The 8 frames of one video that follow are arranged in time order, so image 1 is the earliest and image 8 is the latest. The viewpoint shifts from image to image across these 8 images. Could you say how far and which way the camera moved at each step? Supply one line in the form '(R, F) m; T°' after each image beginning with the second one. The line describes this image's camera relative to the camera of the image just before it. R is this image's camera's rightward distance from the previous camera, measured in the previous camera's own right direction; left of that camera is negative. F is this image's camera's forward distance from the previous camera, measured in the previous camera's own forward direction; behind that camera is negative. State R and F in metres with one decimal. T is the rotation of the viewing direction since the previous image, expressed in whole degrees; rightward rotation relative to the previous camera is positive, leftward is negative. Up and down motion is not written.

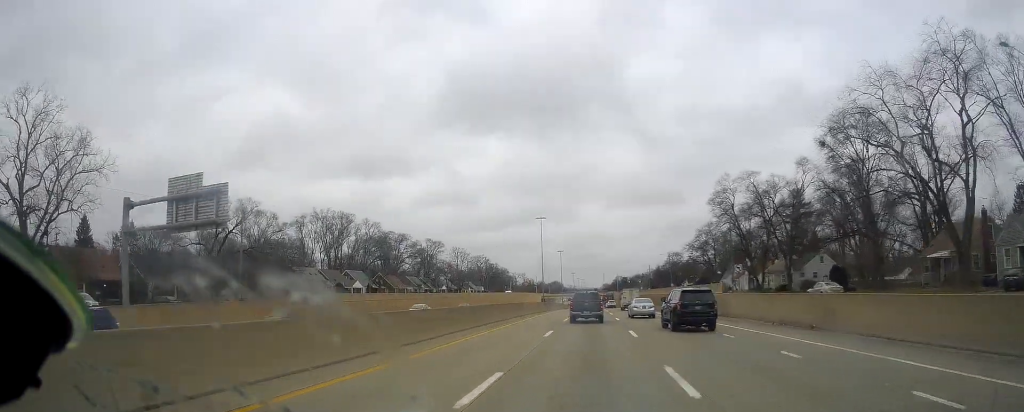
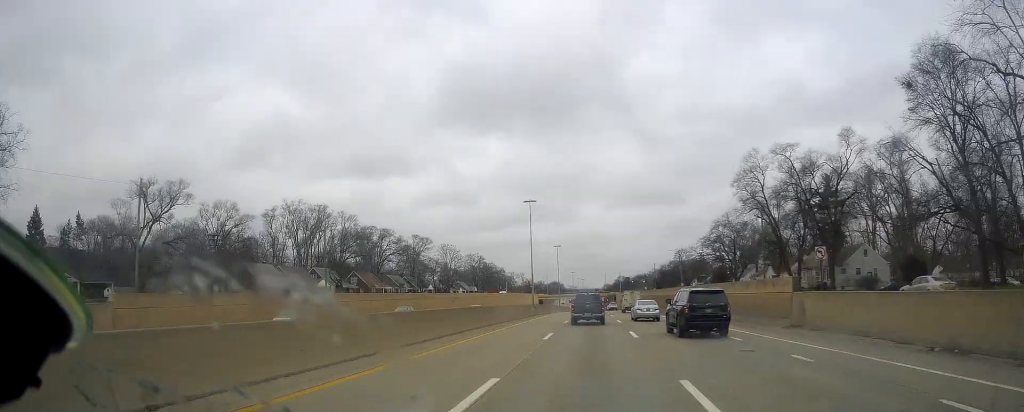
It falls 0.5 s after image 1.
(+0.4, +16.4) m; 0°
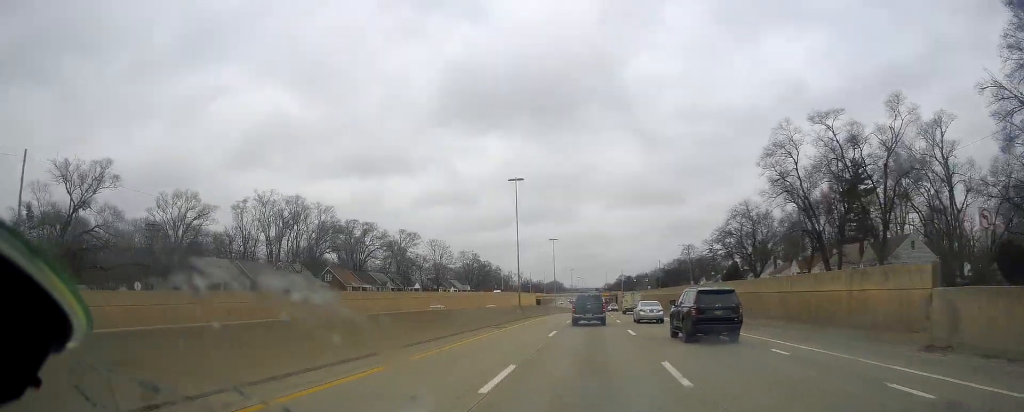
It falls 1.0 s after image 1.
(+0.2, +13.3) m; 0°
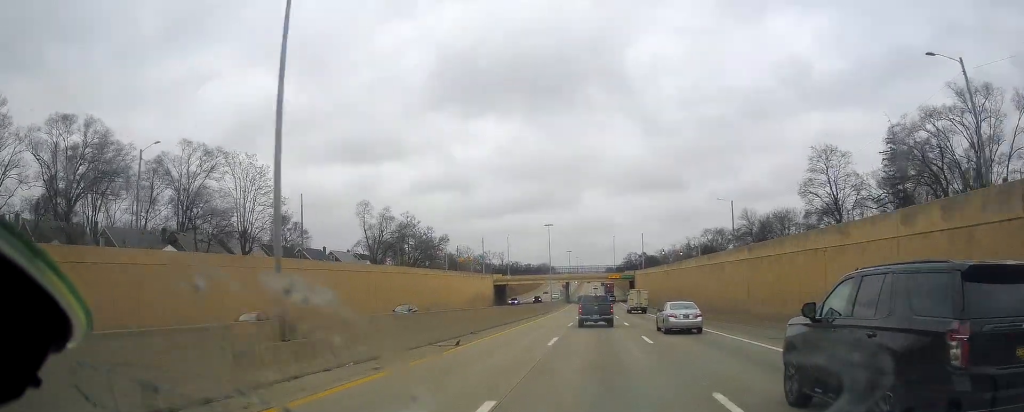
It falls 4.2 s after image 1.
(-1.0, +97.5) m; 0°
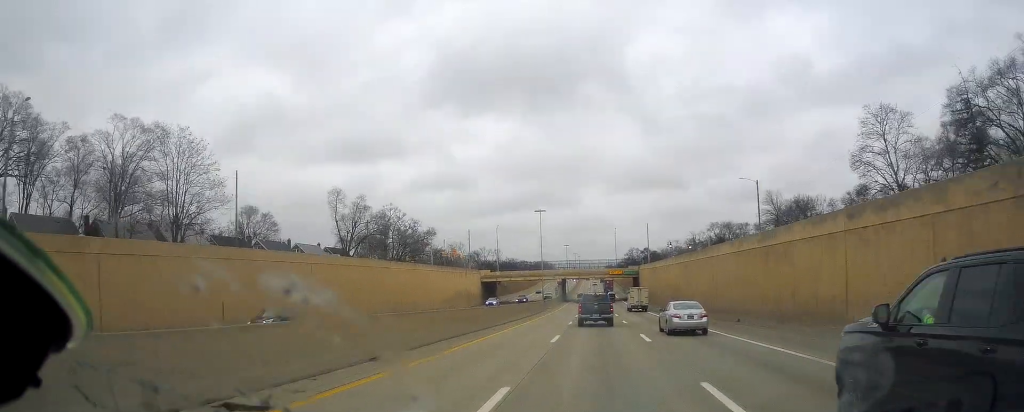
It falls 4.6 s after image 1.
(-0.1, +14.1) m; -1°
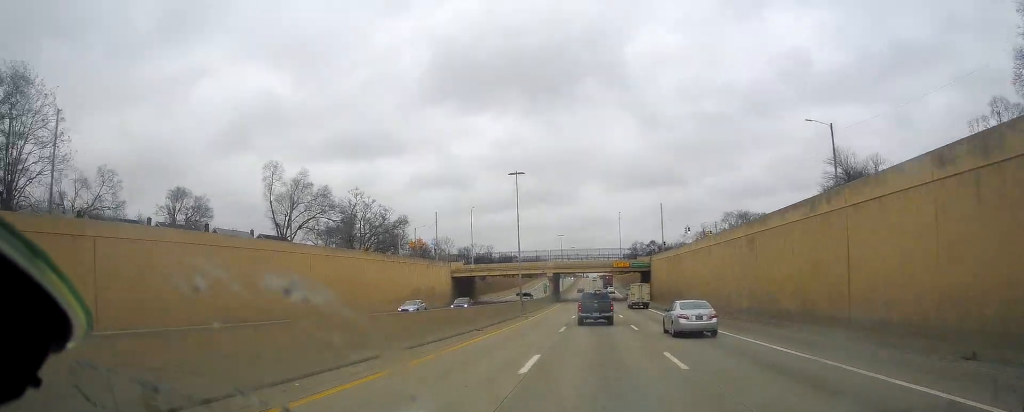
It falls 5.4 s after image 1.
(-0.3, +24.5) m; 0°
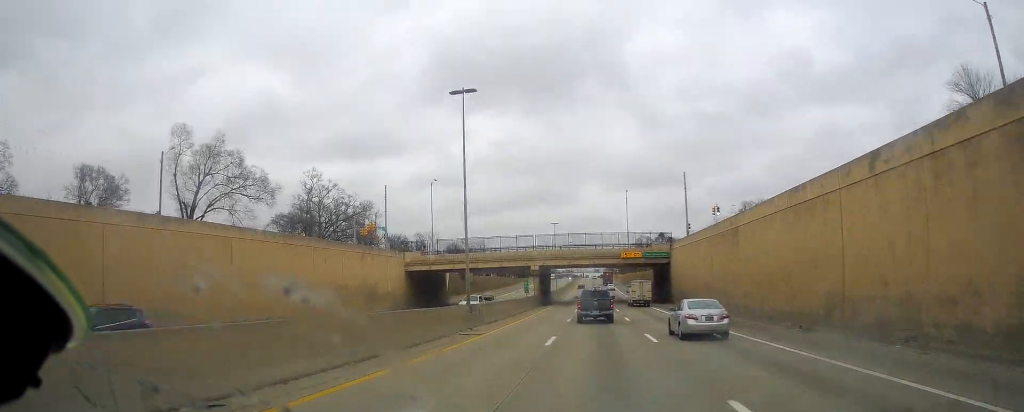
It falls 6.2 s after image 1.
(+0.1, +23.7) m; 0°
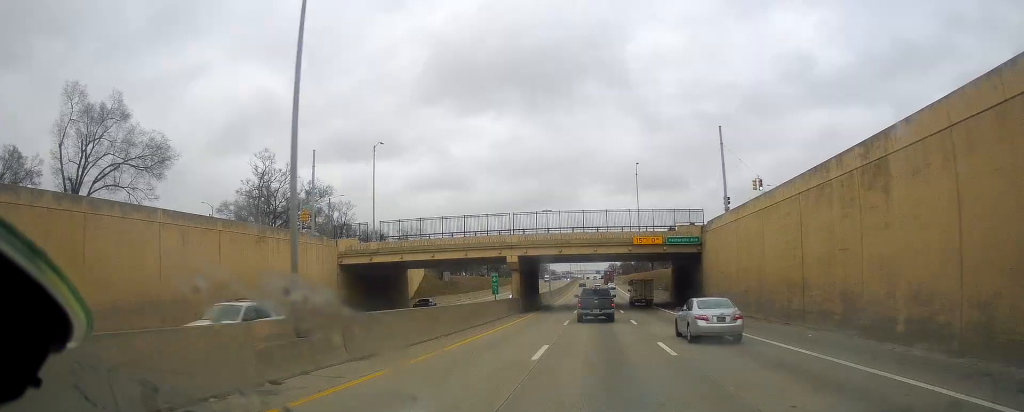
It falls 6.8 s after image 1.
(+0.5, +19.7) m; 0°
